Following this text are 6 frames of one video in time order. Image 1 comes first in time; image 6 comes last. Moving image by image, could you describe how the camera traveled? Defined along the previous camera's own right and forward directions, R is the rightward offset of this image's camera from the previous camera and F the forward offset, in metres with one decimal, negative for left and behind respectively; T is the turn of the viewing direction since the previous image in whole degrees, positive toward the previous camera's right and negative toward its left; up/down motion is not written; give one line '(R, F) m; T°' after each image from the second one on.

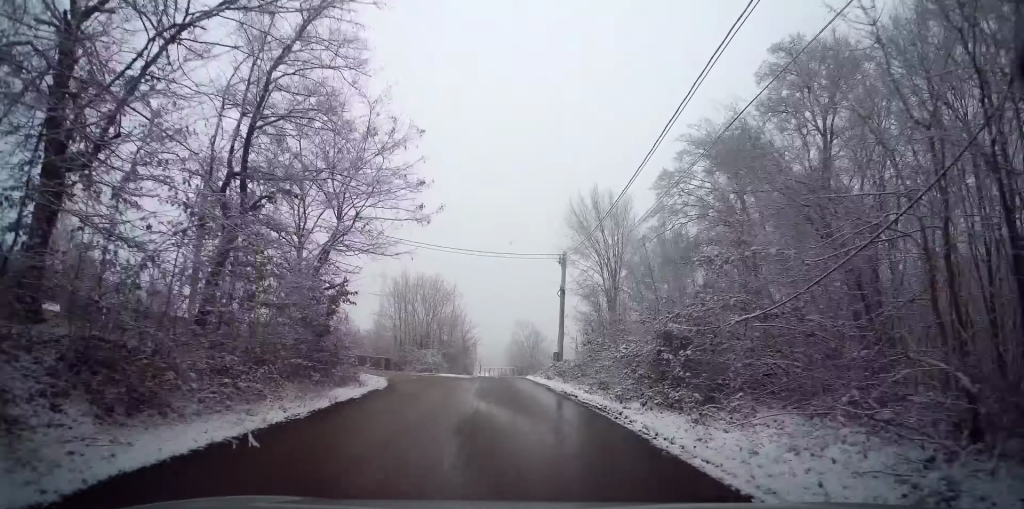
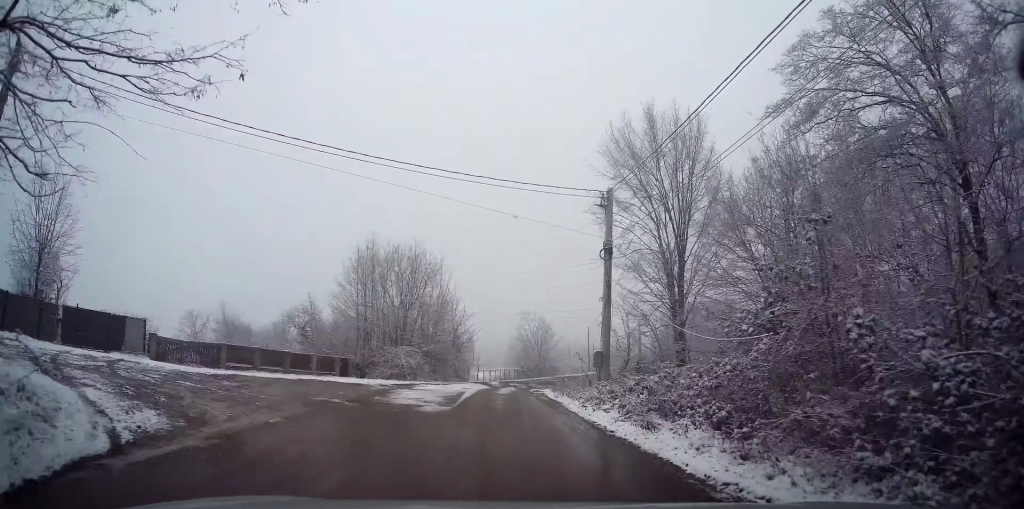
(-0.1, +14.1) m; 0°
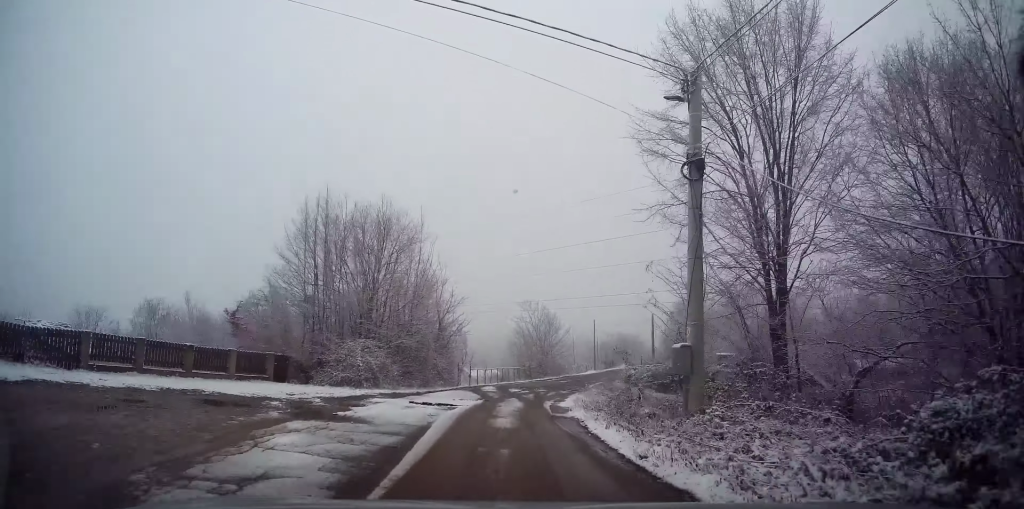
(0.0, +10.4) m; +1°
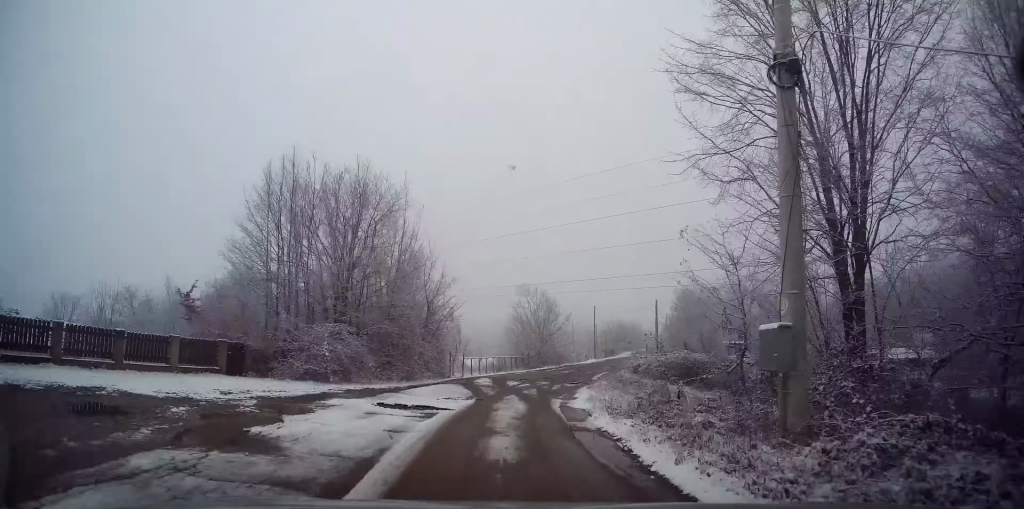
(+0.1, +4.1) m; +1°
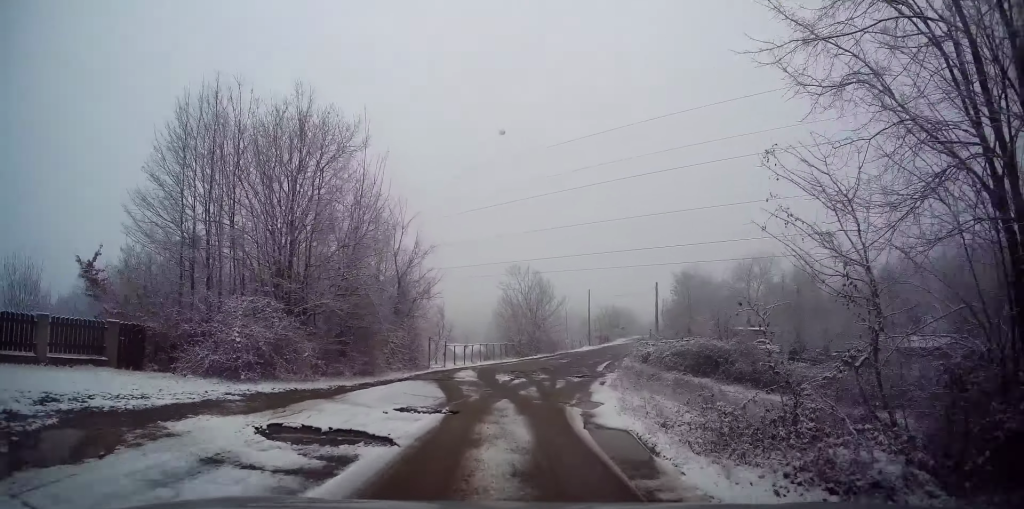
(0.0, +5.7) m; 0°
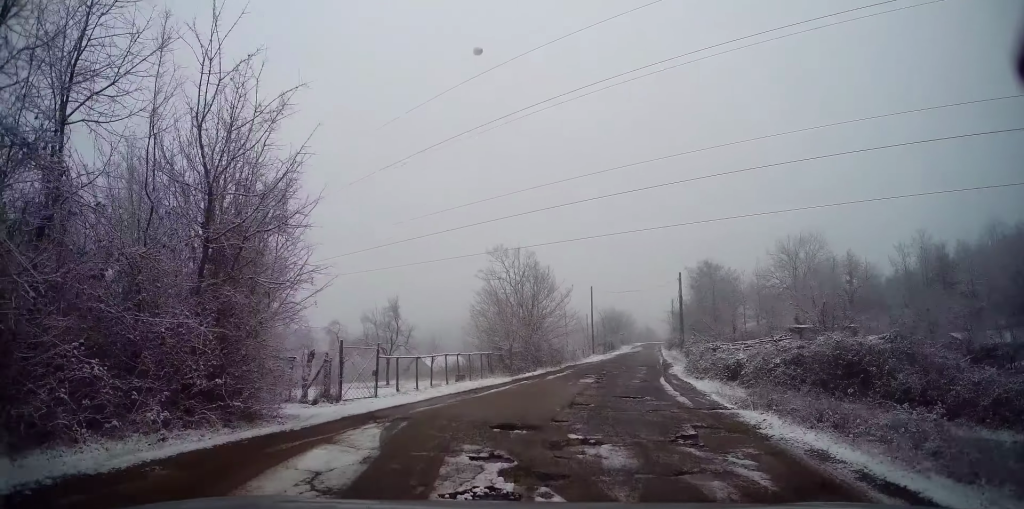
(+0.2, +17.4) m; +1°
